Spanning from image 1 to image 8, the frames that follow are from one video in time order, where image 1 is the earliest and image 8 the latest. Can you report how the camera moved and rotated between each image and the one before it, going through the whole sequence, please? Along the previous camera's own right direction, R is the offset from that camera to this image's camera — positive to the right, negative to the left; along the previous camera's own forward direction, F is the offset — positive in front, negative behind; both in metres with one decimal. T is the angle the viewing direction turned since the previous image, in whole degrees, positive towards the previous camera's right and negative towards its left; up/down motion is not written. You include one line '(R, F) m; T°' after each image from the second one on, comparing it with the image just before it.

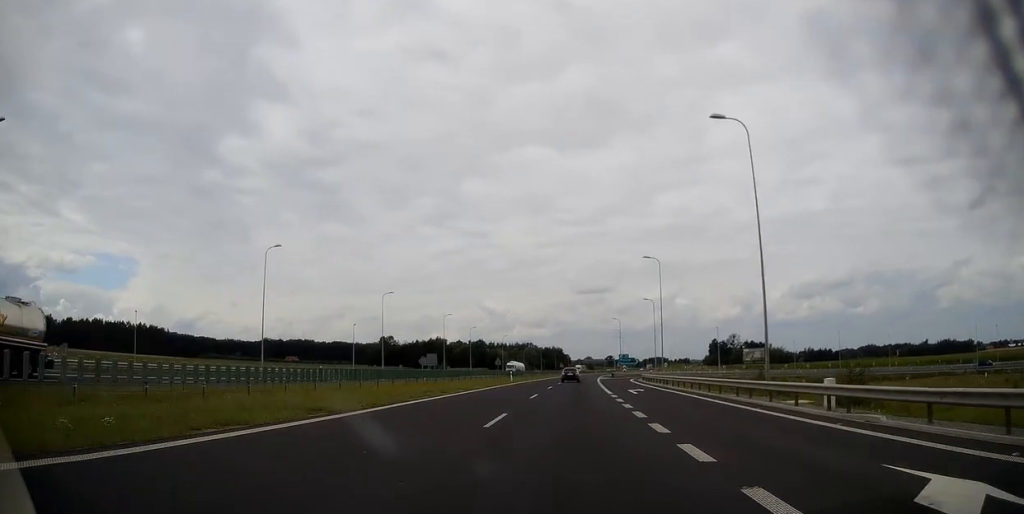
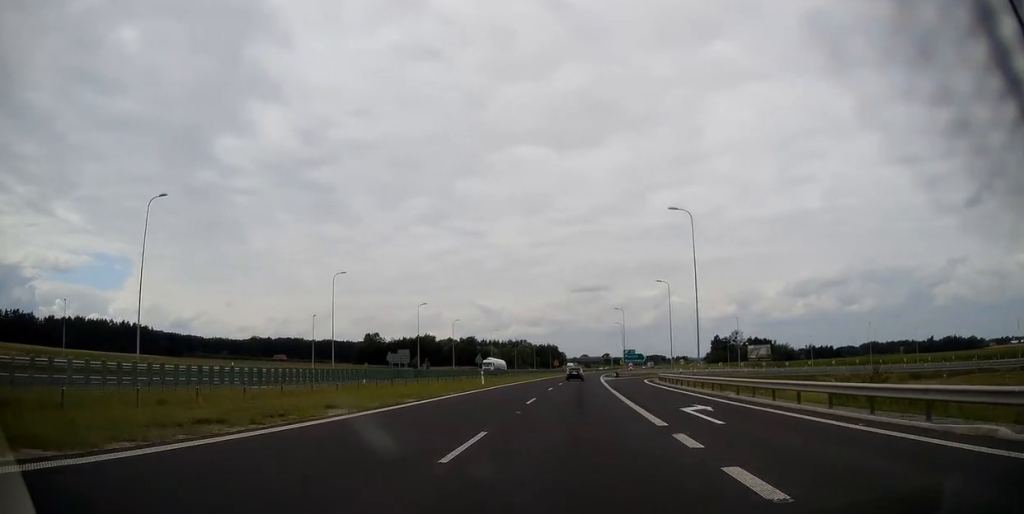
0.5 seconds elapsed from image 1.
(+0.1, +18.6) m; +1°
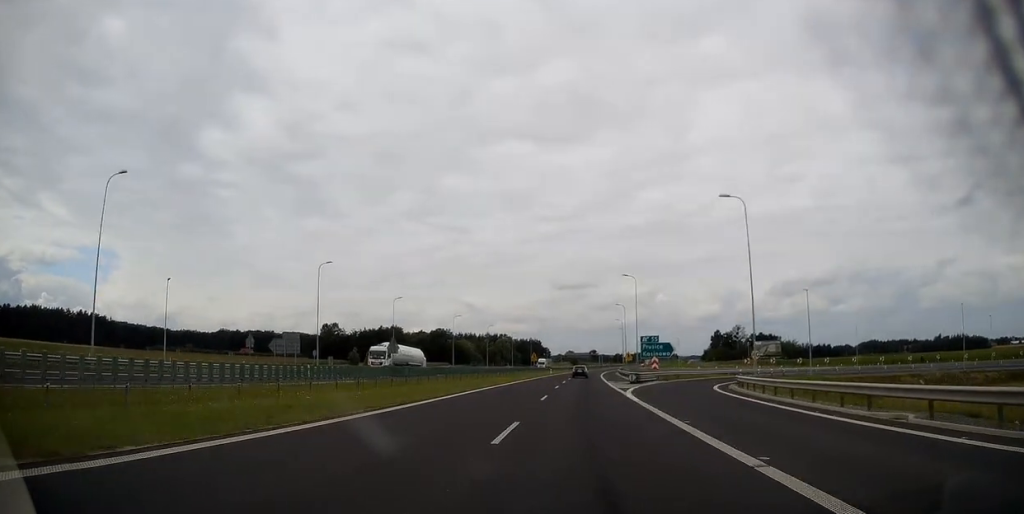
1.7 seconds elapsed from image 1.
(+0.5, +39.7) m; +2°
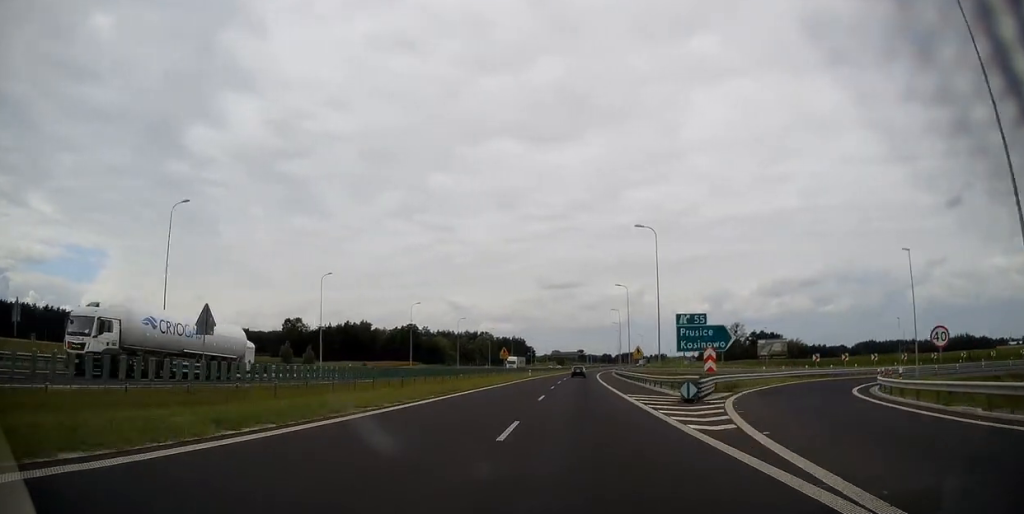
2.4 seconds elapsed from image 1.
(+0.3, +25.7) m; +1°
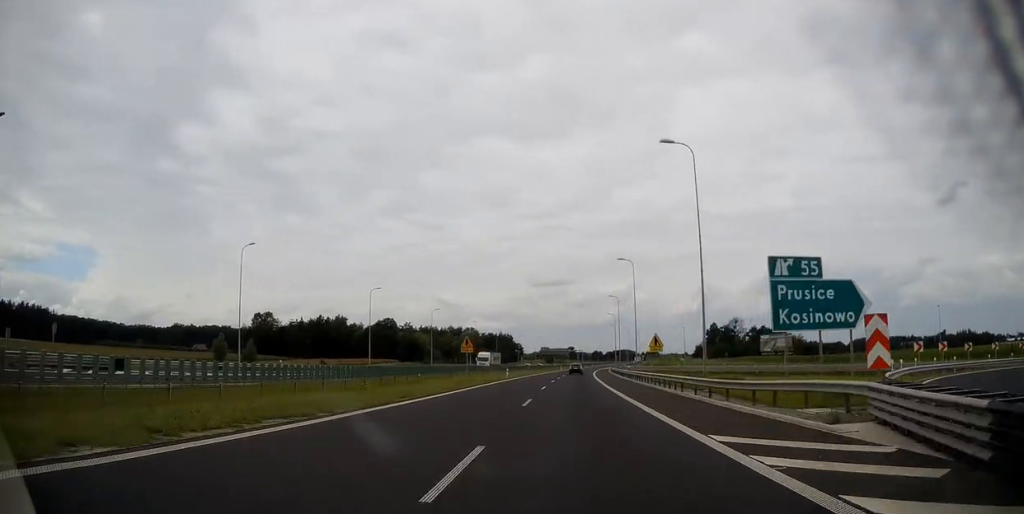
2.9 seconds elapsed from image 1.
(+0.1, +18.7) m; +1°
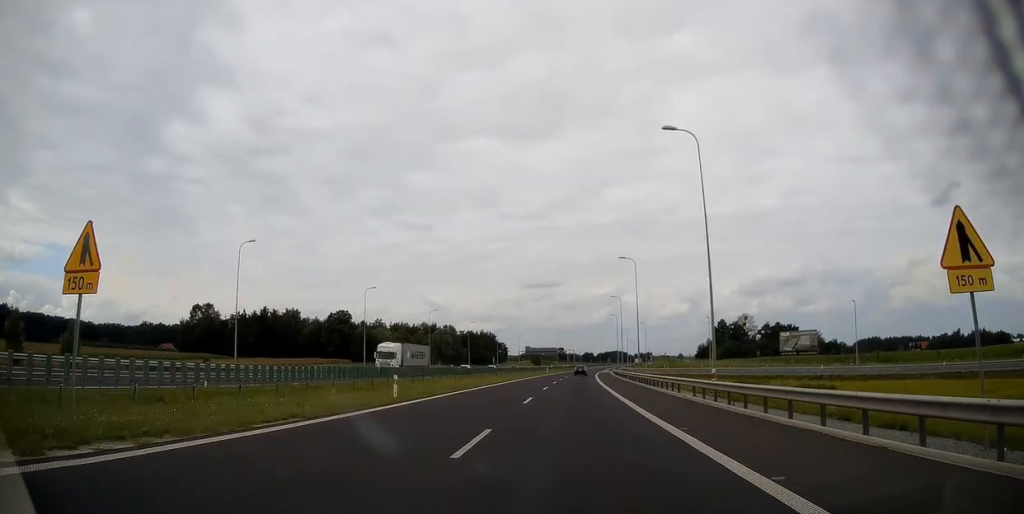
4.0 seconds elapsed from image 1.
(+0.5, +37.5) m; +1°
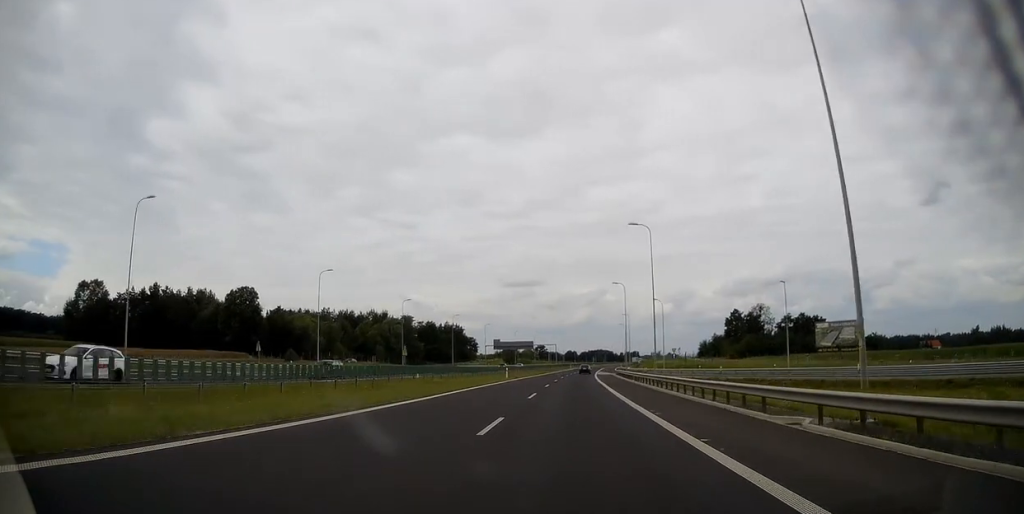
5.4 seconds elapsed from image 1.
(+0.3, +50.4) m; +1°
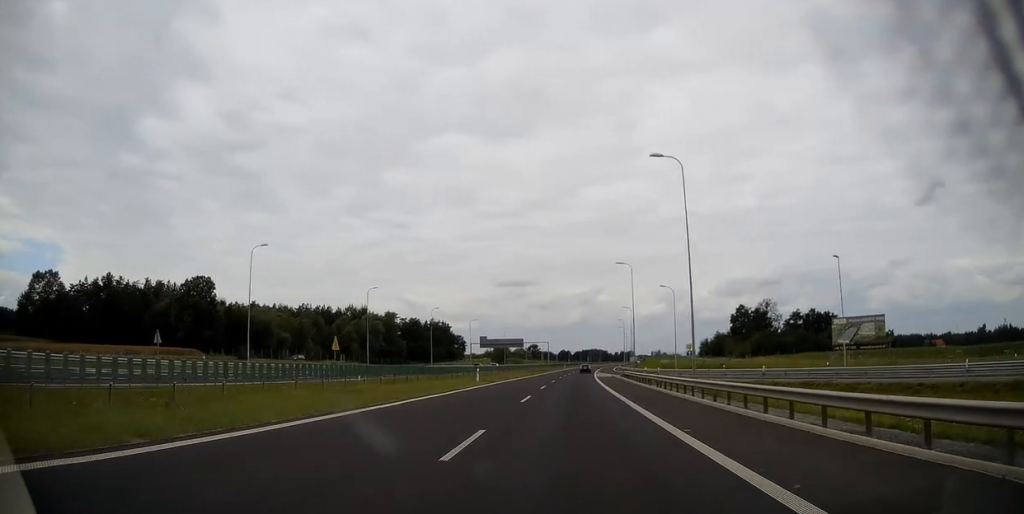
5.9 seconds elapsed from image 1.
(0.0, +16.4) m; +1°
